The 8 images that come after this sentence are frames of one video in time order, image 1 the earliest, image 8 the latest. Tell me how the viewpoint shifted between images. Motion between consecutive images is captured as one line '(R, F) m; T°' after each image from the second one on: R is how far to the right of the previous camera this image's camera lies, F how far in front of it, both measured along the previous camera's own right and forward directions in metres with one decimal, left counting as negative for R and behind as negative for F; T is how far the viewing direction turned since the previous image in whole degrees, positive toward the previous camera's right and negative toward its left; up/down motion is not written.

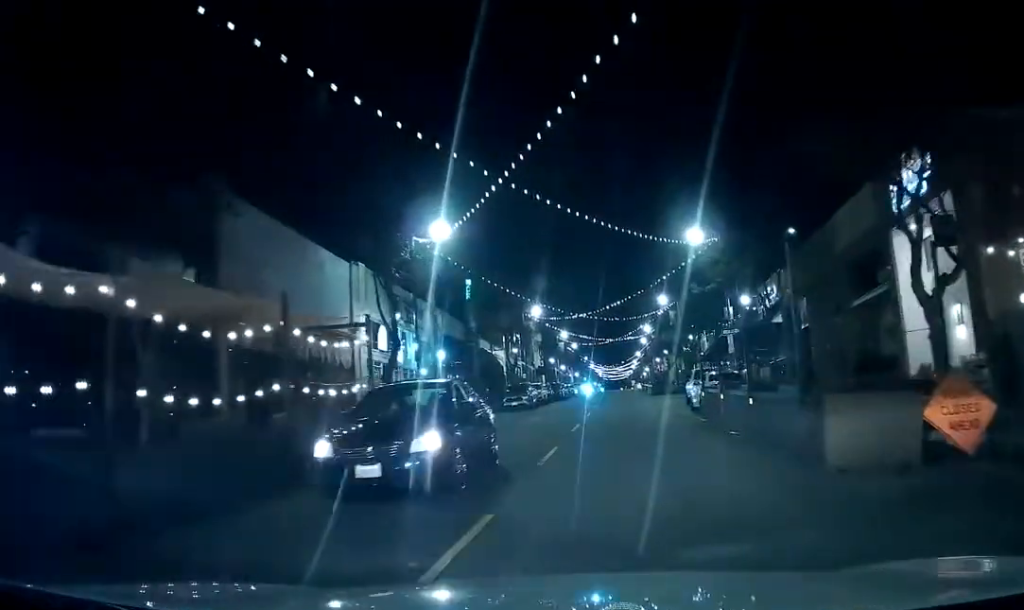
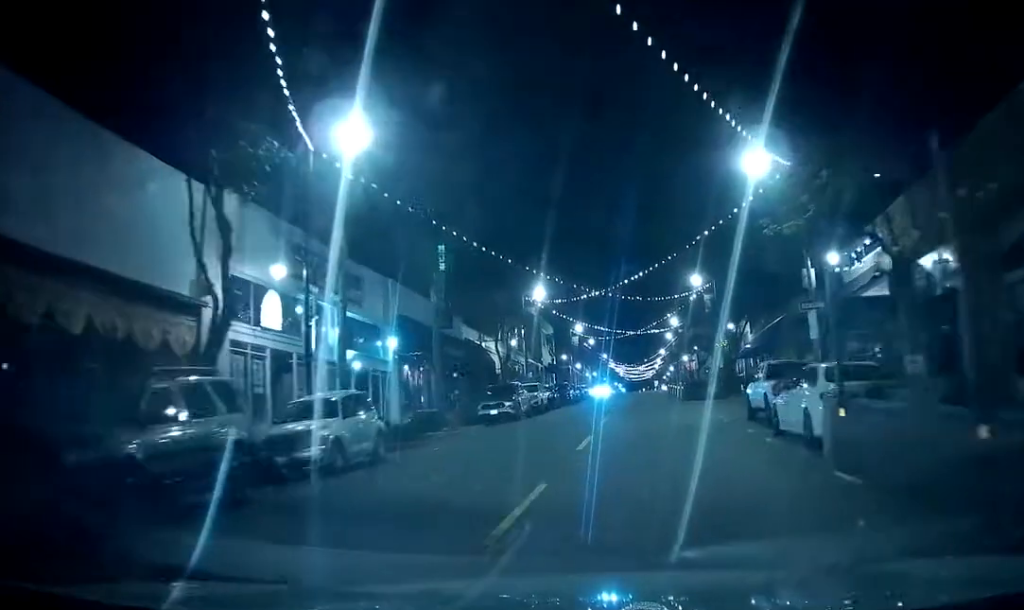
(-0.1, +13.4) m; -2°
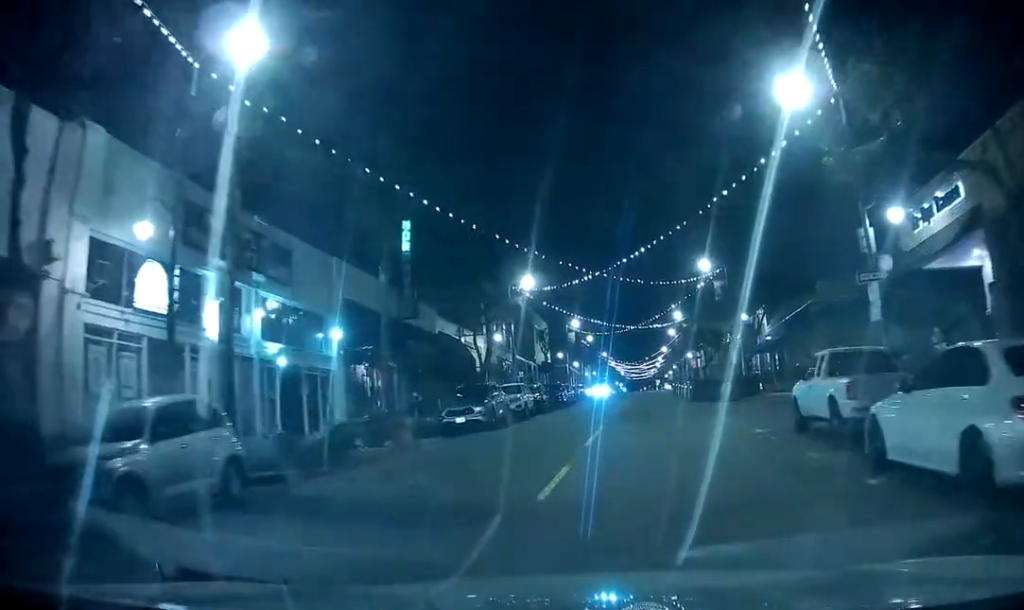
(0.0, +6.2) m; -2°
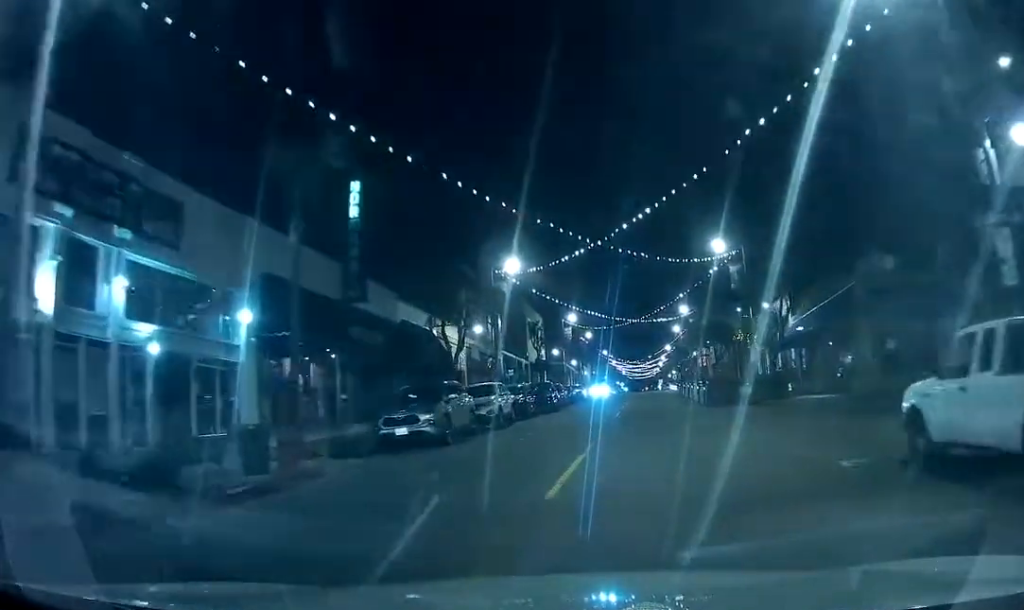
(-0.2, +6.5) m; 0°
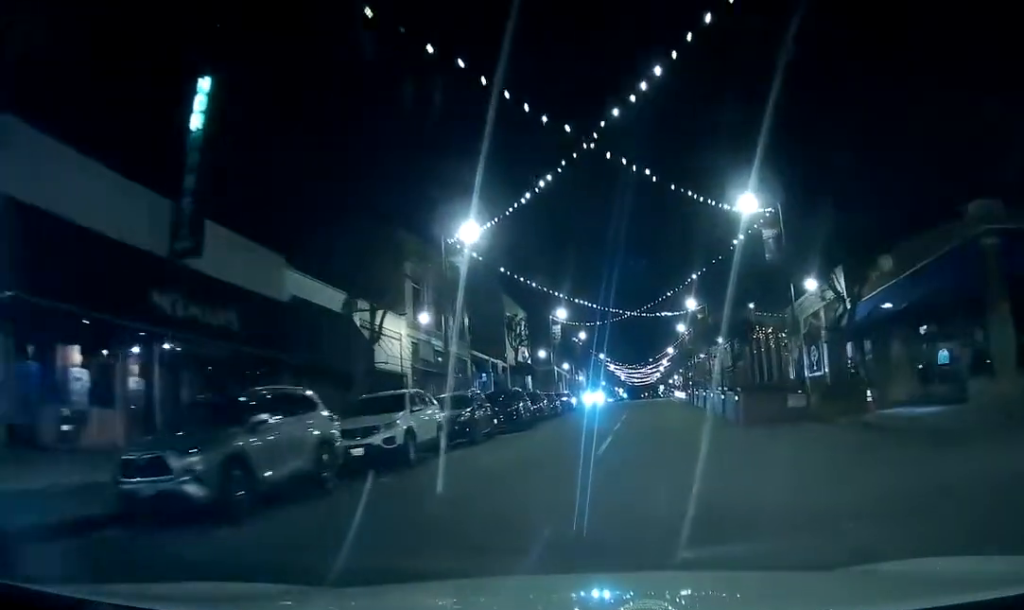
(+0.1, +10.6) m; +1°
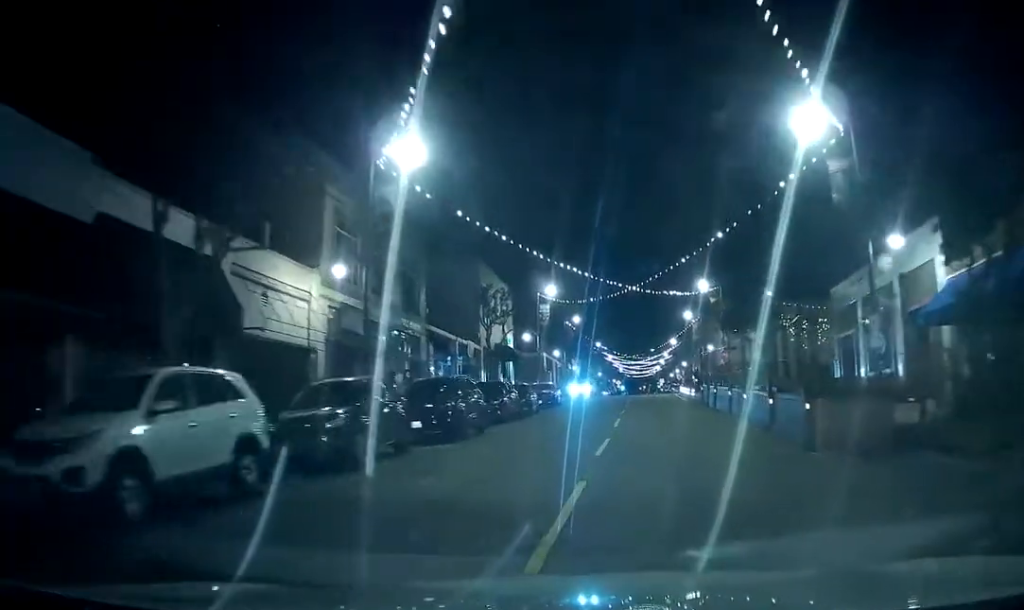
(+0.1, +9.5) m; 0°
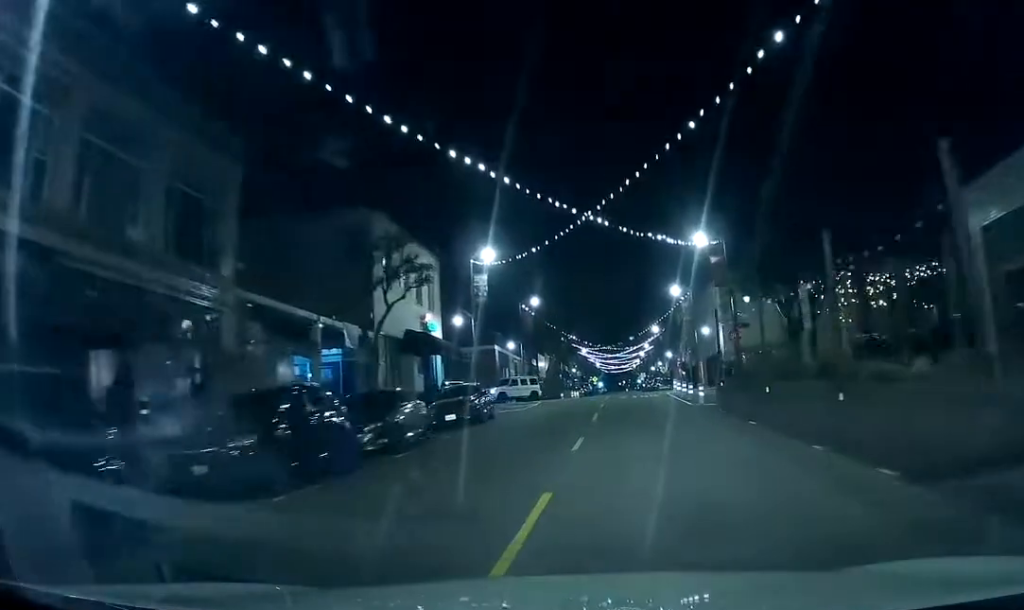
(0.0, +16.0) m; +1°
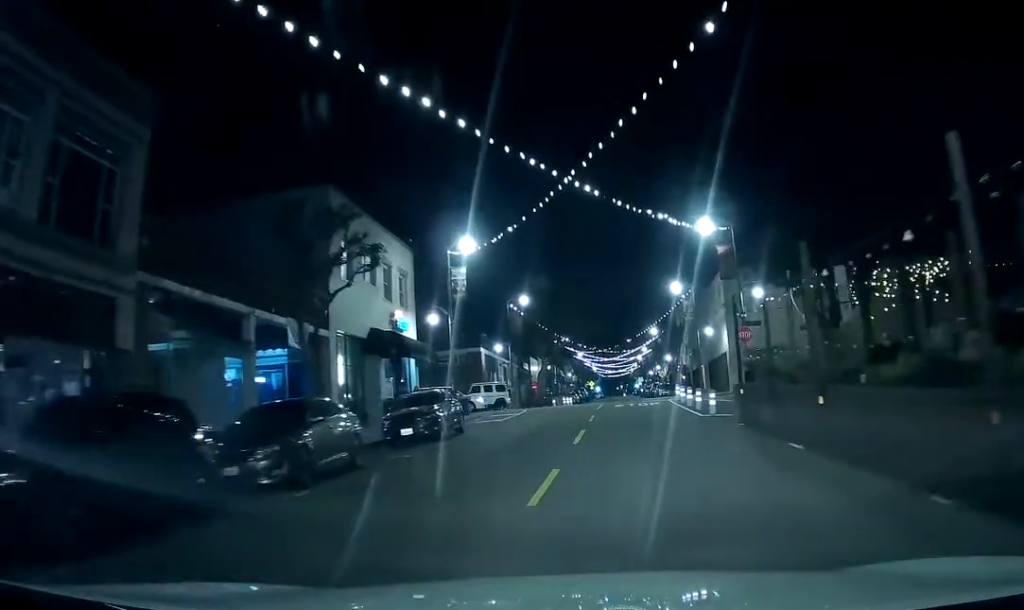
(+0.1, +4.9) m; +1°
